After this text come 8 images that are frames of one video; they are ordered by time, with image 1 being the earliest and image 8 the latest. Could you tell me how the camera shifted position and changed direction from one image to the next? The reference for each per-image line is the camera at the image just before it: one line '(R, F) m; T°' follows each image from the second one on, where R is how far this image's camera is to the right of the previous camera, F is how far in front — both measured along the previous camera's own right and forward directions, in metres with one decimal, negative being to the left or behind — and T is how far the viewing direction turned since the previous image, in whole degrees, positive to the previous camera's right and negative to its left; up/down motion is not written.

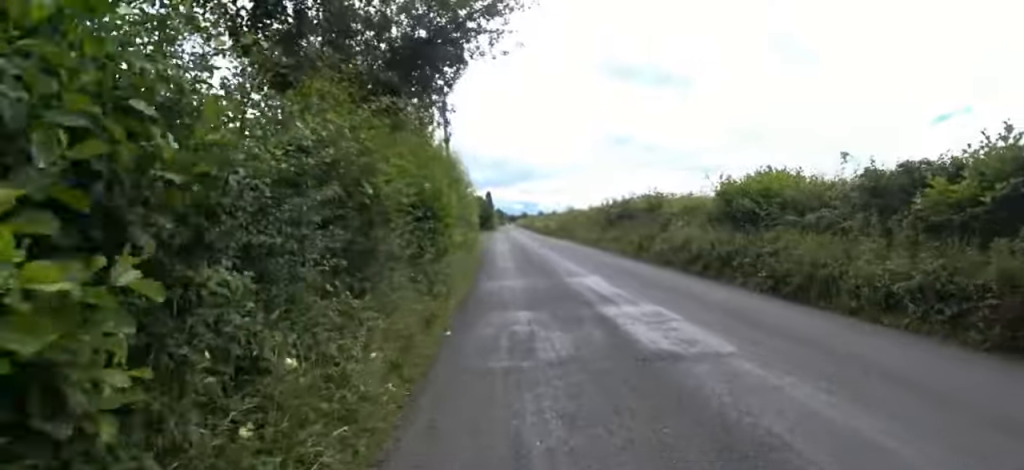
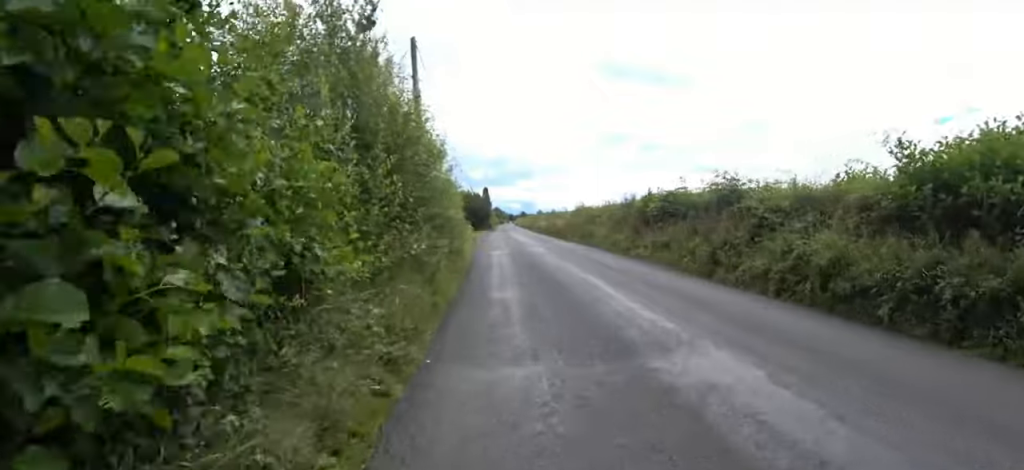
(+0.1, +5.7) m; -3°
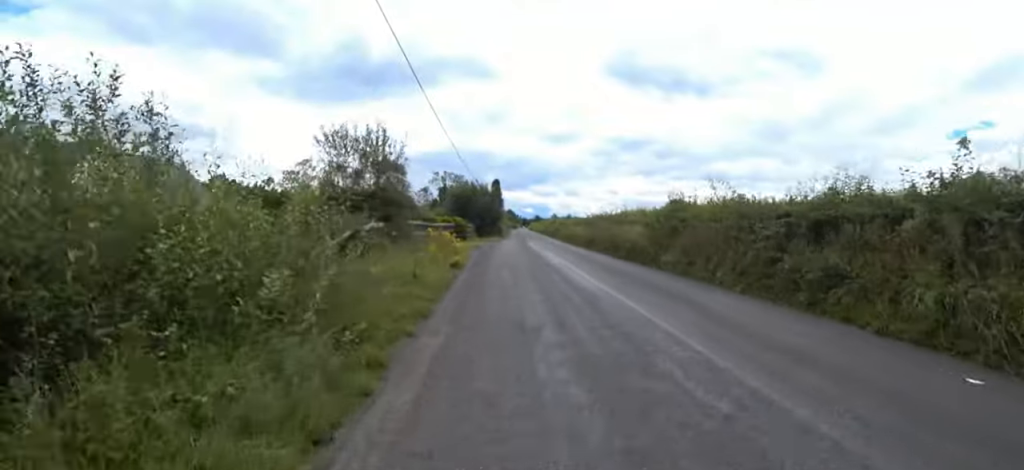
(-1.4, +16.2) m; -8°
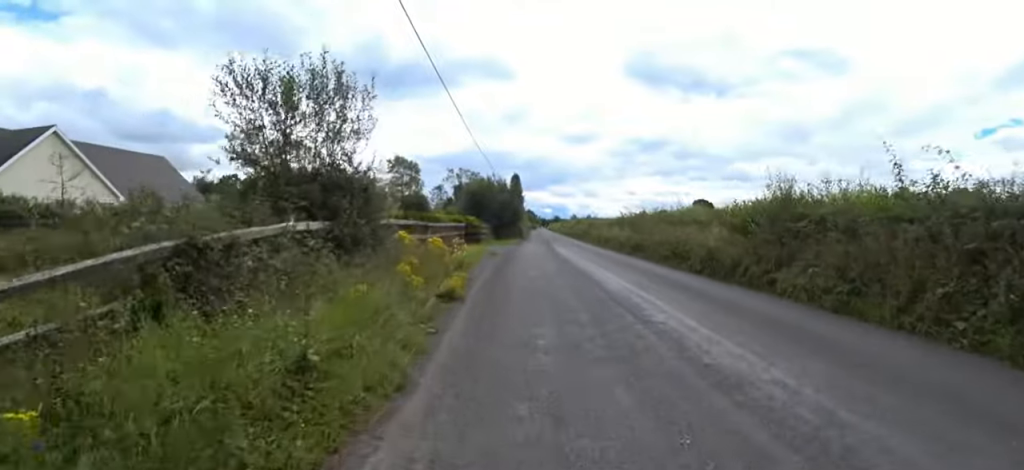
(-0.1, +5.2) m; -1°
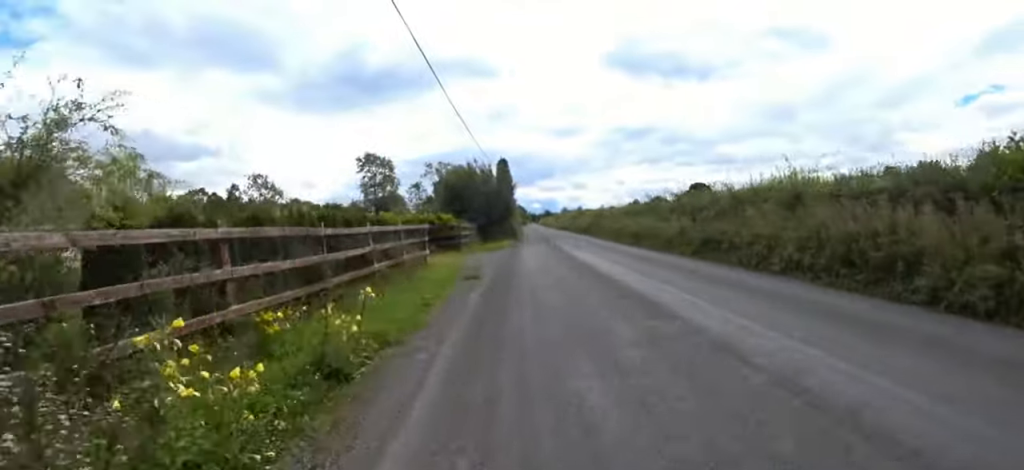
(+0.5, +8.2) m; +4°
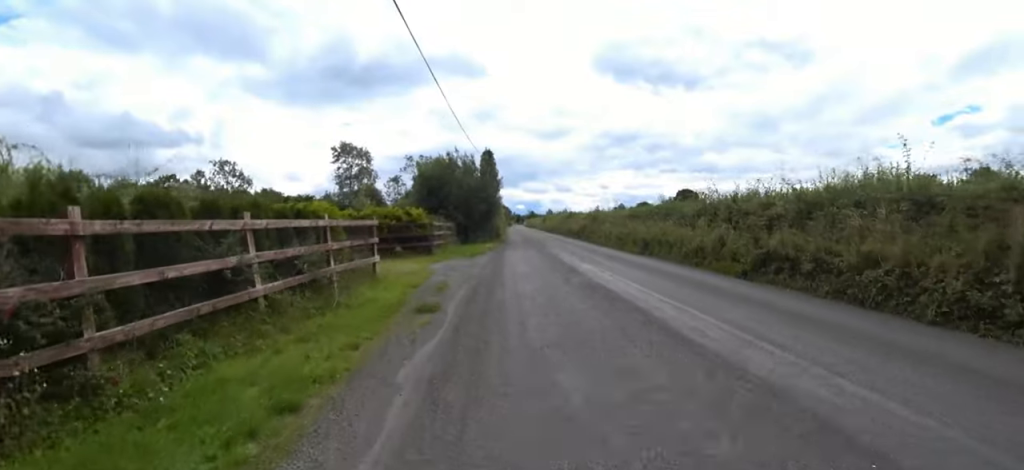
(+0.2, +4.0) m; -1°
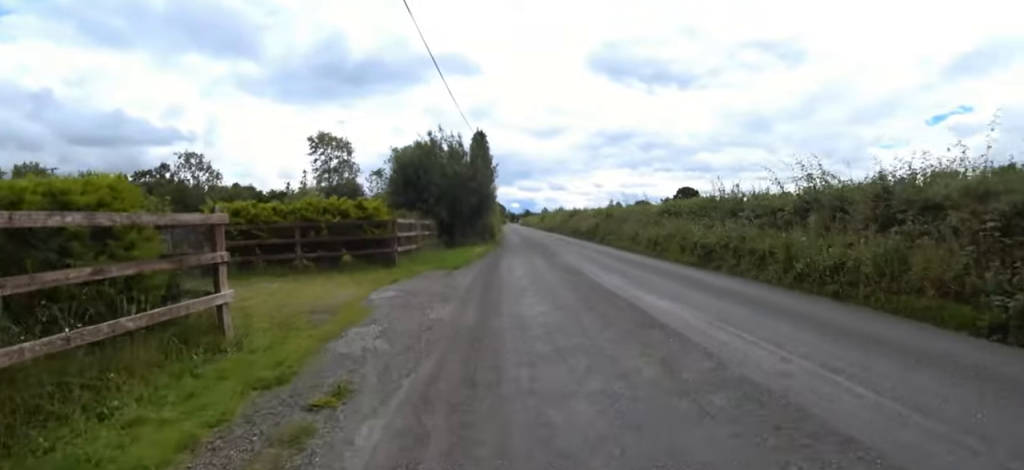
(-0.6, +5.5) m; -4°
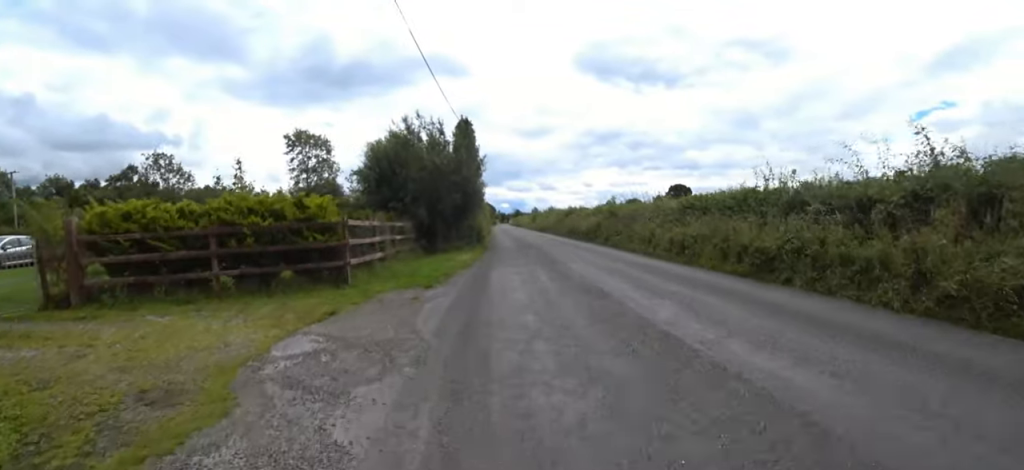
(+0.2, +3.3) m; 0°
